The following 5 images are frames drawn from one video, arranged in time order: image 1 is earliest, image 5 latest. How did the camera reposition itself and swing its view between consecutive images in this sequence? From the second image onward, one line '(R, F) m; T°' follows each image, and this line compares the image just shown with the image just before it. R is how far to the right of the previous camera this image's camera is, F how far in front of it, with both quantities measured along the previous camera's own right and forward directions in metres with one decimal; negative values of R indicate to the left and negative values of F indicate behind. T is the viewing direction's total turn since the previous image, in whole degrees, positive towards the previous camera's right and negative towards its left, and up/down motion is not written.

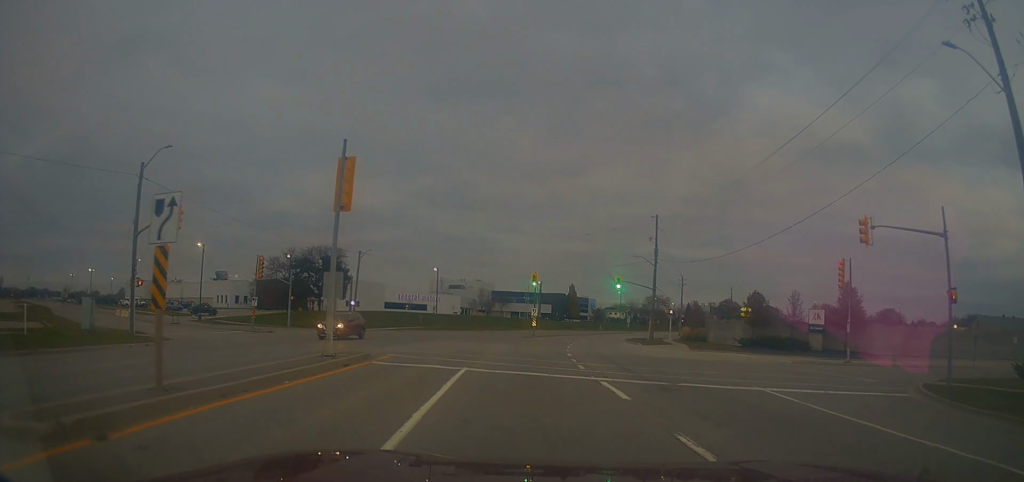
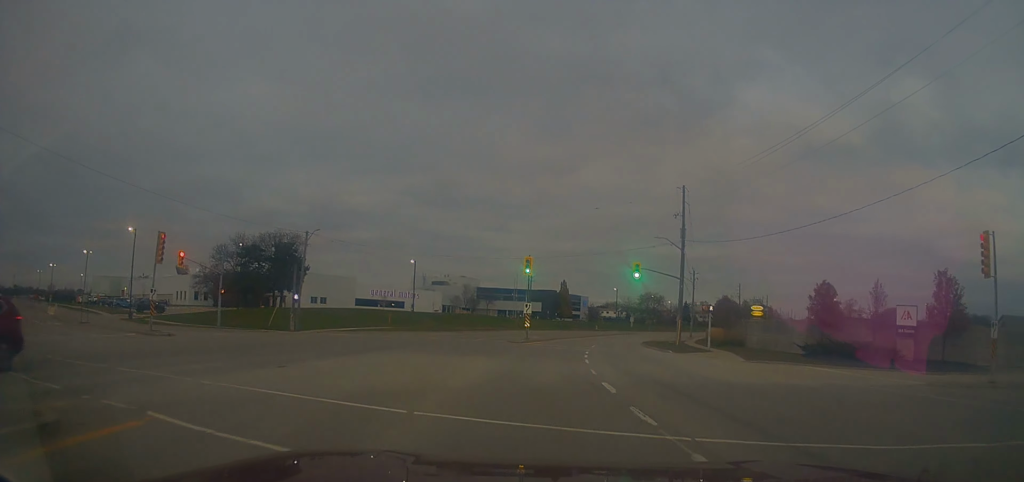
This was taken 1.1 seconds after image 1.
(+0.3, +13.8) m; +2°
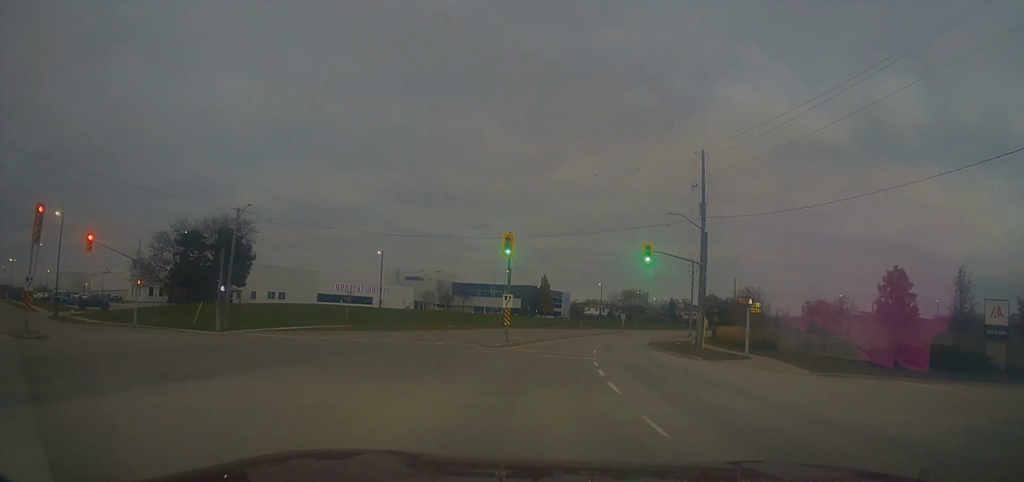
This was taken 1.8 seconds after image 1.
(0.0, +10.1) m; +2°
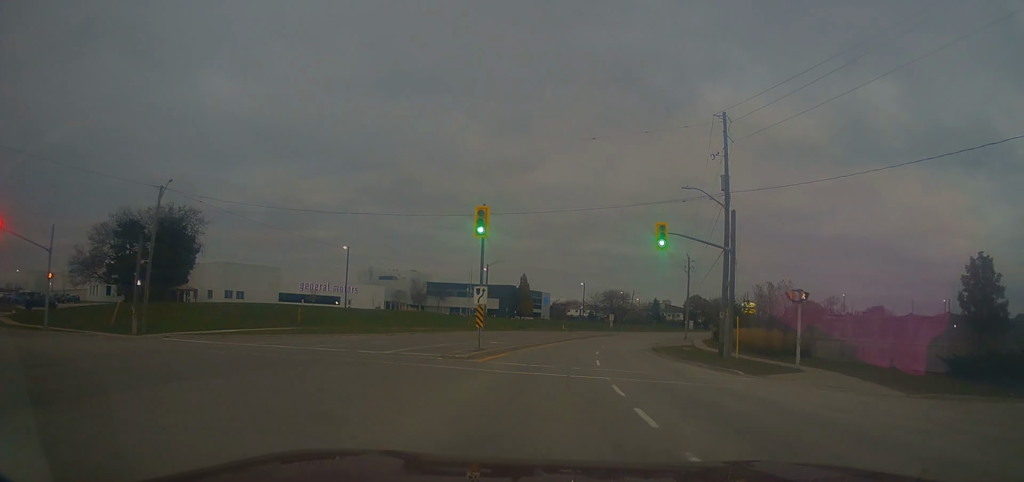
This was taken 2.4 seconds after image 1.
(+0.3, +8.0) m; +3°
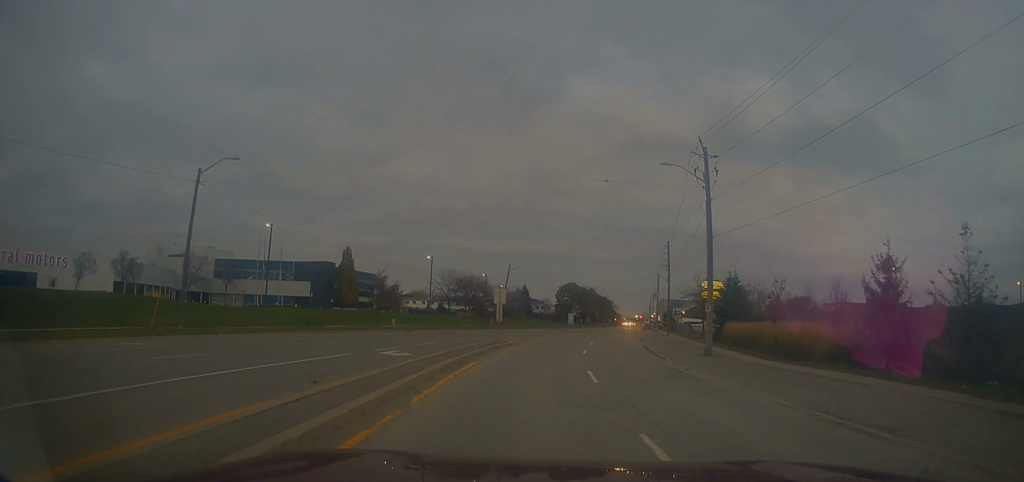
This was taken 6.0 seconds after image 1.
(+7.2, +48.1) m; +16°
